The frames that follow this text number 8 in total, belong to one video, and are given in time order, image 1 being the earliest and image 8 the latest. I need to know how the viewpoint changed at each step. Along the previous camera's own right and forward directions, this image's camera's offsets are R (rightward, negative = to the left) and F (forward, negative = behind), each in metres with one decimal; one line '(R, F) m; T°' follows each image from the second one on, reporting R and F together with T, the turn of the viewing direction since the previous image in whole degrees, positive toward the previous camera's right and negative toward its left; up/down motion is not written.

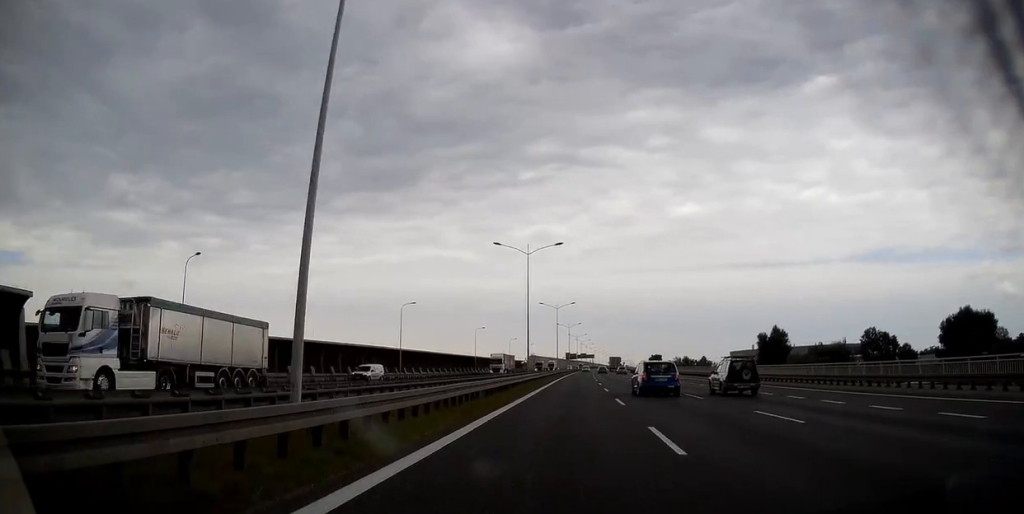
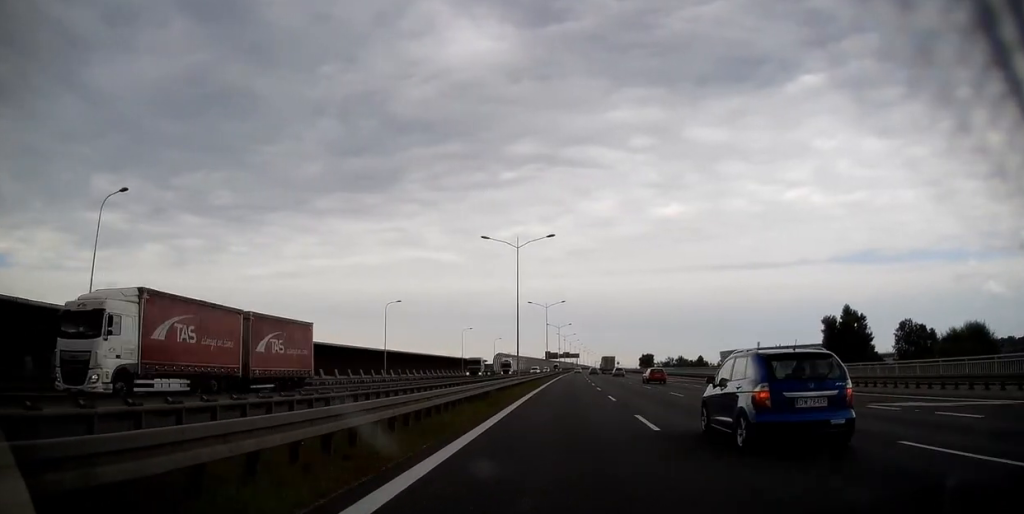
(+0.8, +56.2) m; +1°
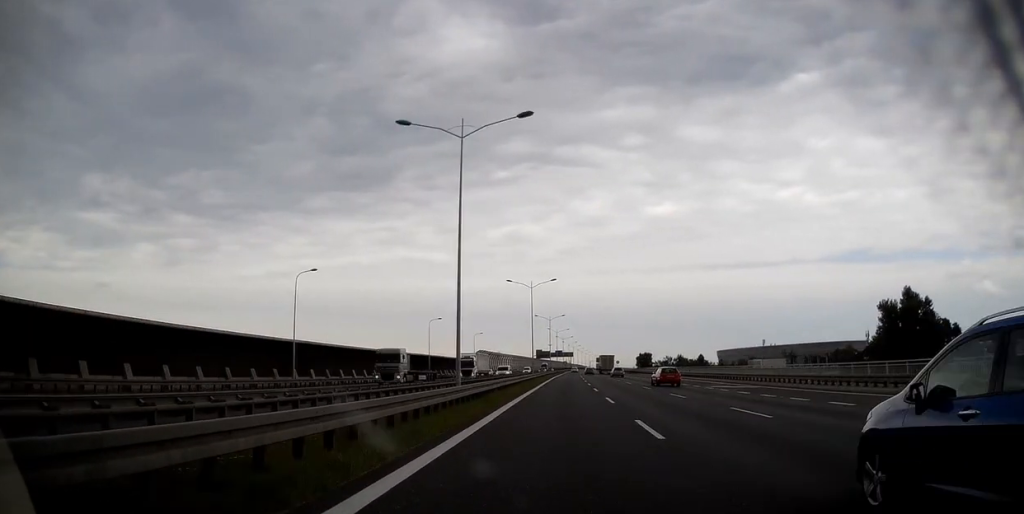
(+0.1, +25.6) m; +1°
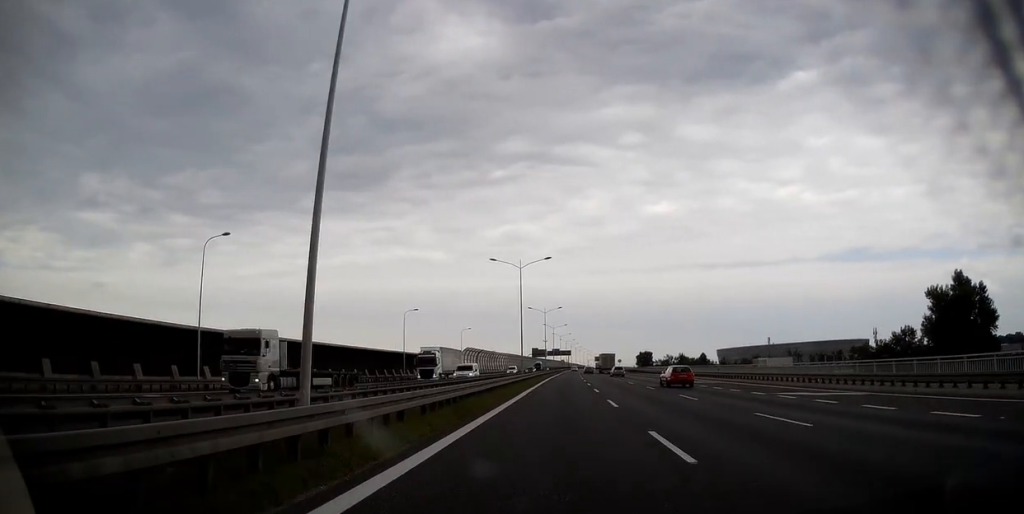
(0.0, +15.0) m; 0°
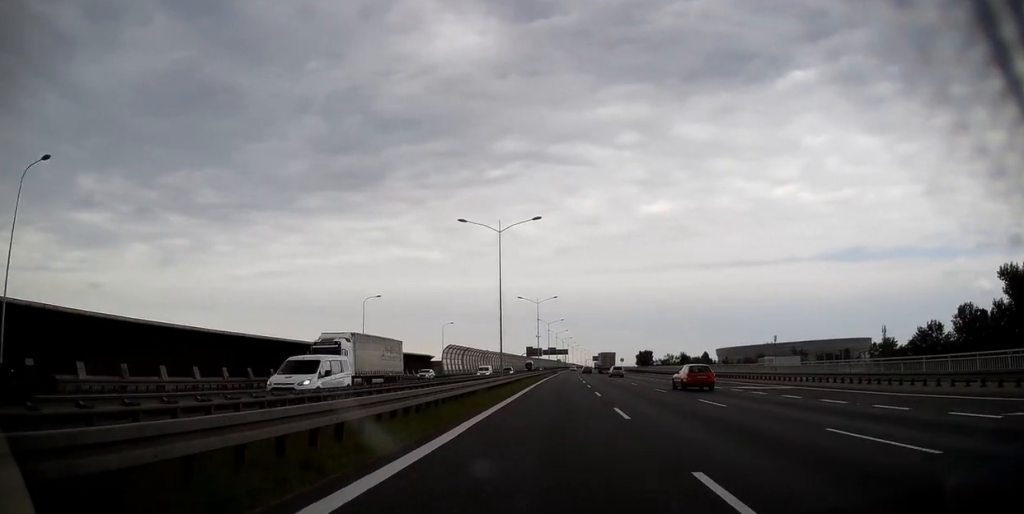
(+0.1, +17.1) m; 0°
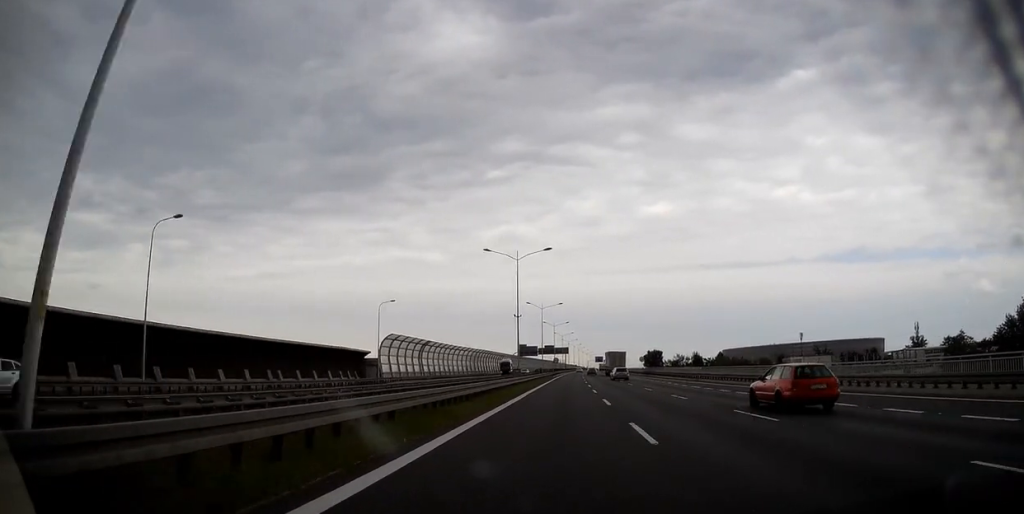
(+0.3, +40.7) m; +1°
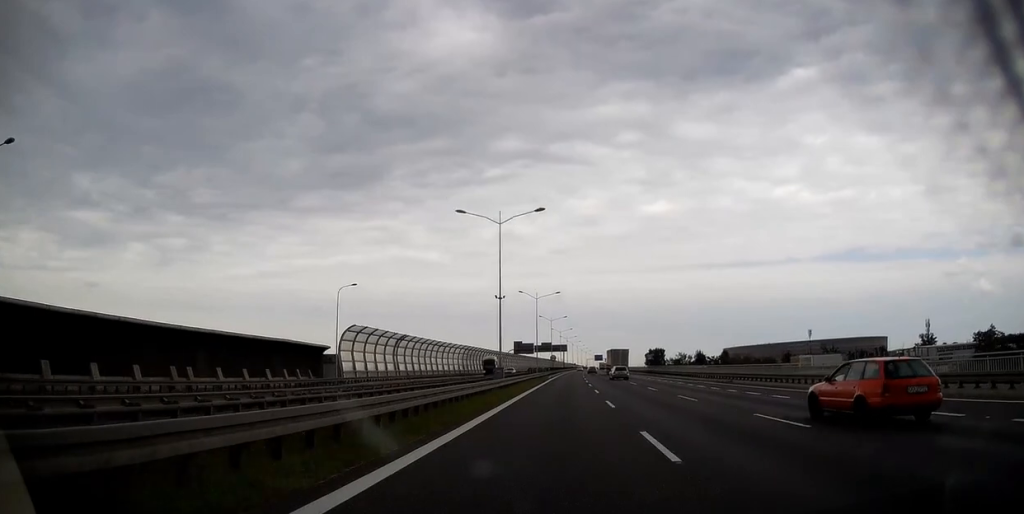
(0.0, +14.0) m; 0°
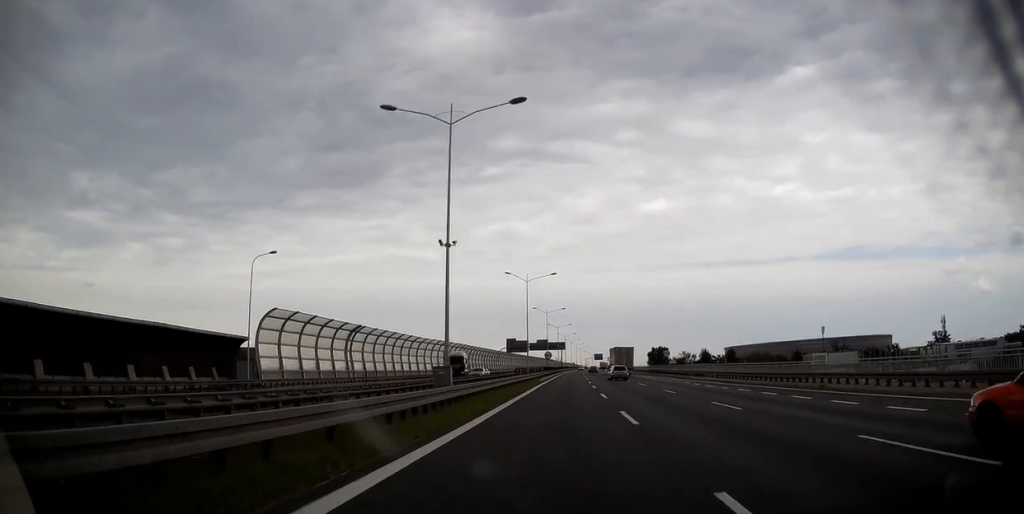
(0.0, +18.3) m; 0°
